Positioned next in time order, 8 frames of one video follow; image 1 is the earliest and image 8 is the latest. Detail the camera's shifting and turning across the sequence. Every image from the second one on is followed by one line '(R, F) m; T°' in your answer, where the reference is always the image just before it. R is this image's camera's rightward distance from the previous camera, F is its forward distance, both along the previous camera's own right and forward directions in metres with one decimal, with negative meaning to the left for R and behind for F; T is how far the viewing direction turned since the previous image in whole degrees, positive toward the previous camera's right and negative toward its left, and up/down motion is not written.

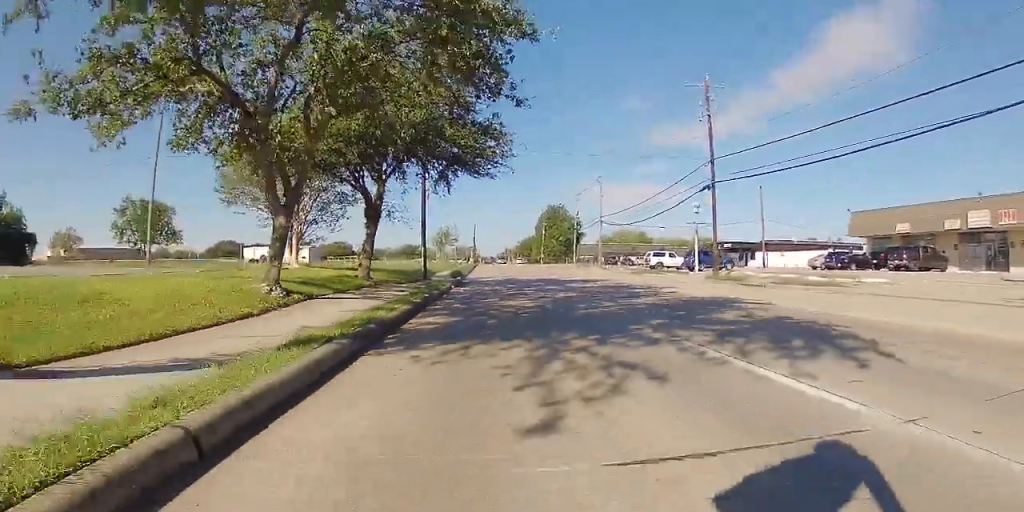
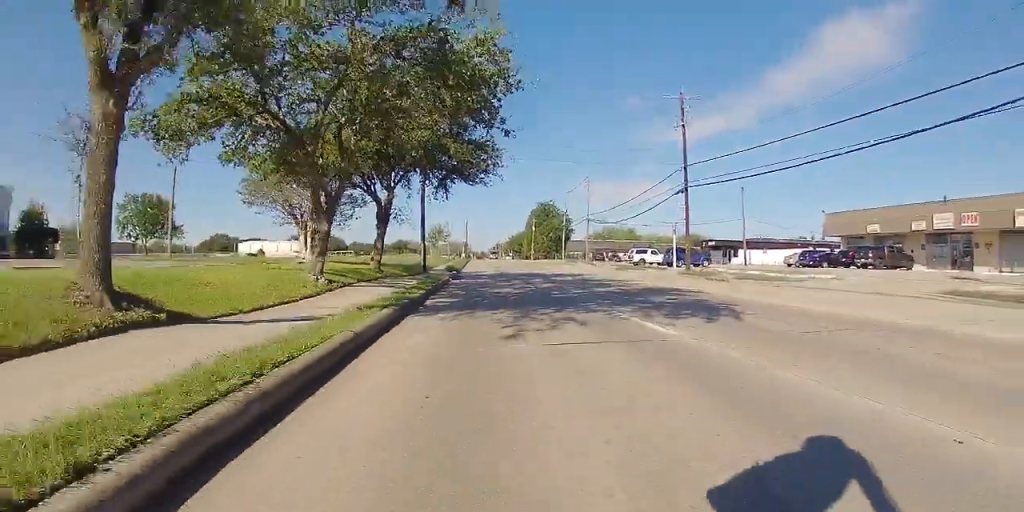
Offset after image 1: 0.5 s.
(0.0, +3.1) m; 0°
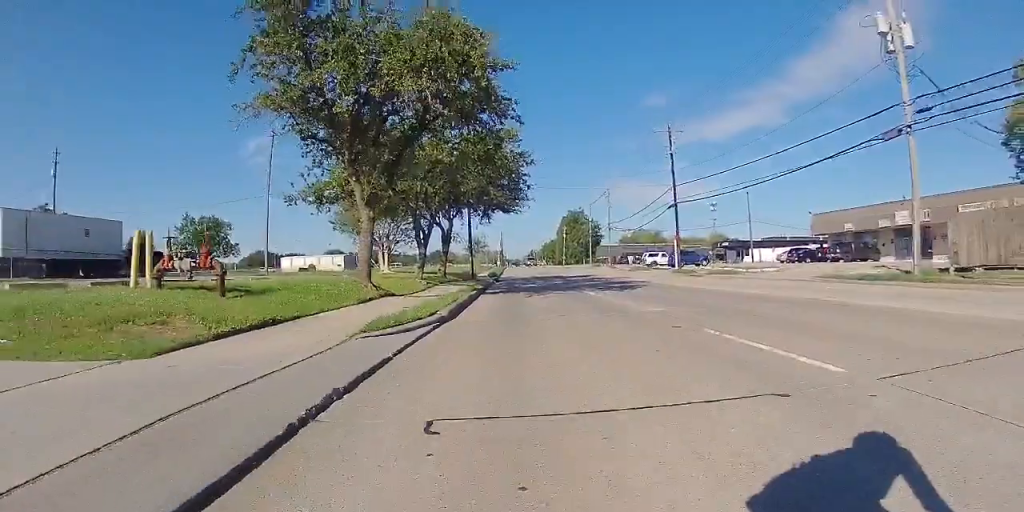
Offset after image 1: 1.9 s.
(0.0, +9.3) m; 0°
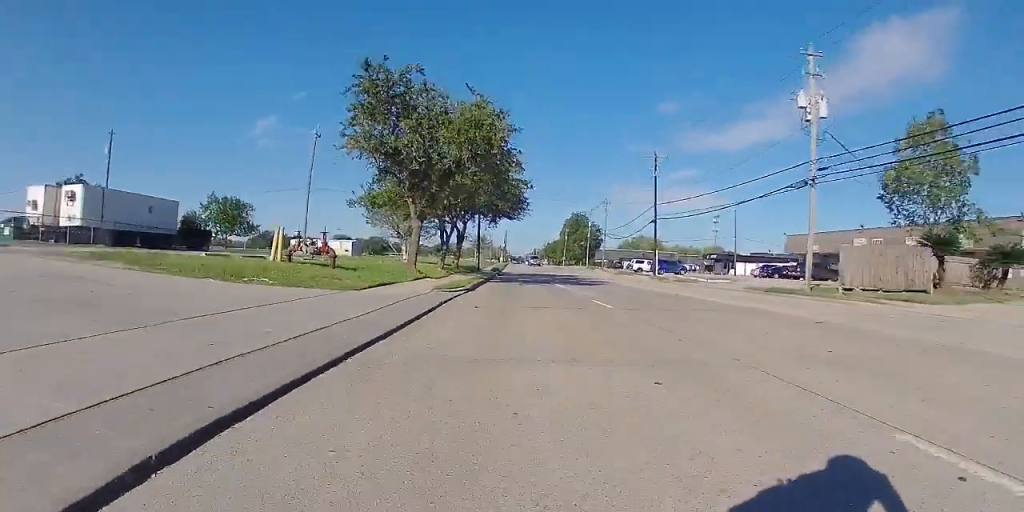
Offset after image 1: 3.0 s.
(0.0, +7.8) m; 0°
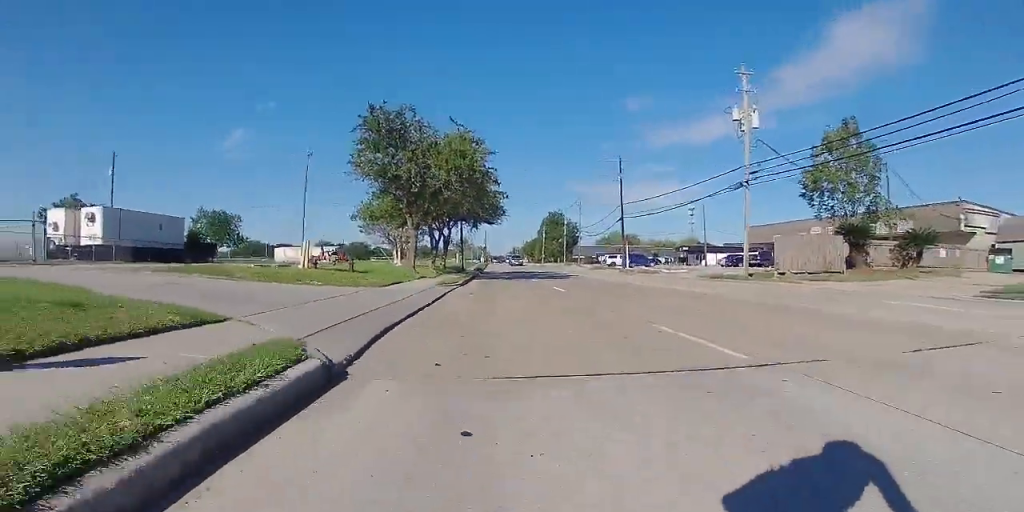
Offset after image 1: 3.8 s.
(0.0, +4.9) m; 0°
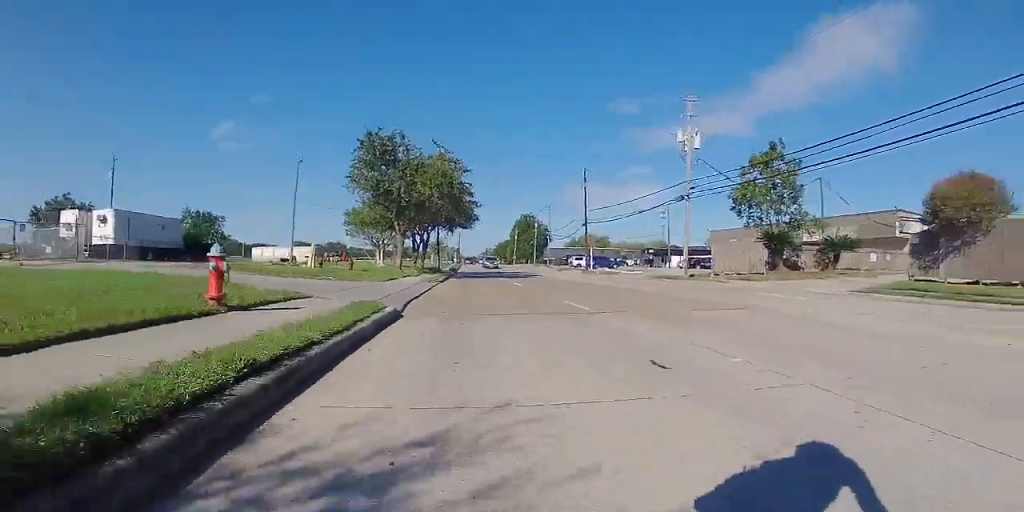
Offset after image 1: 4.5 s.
(0.0, +5.1) m; 0°
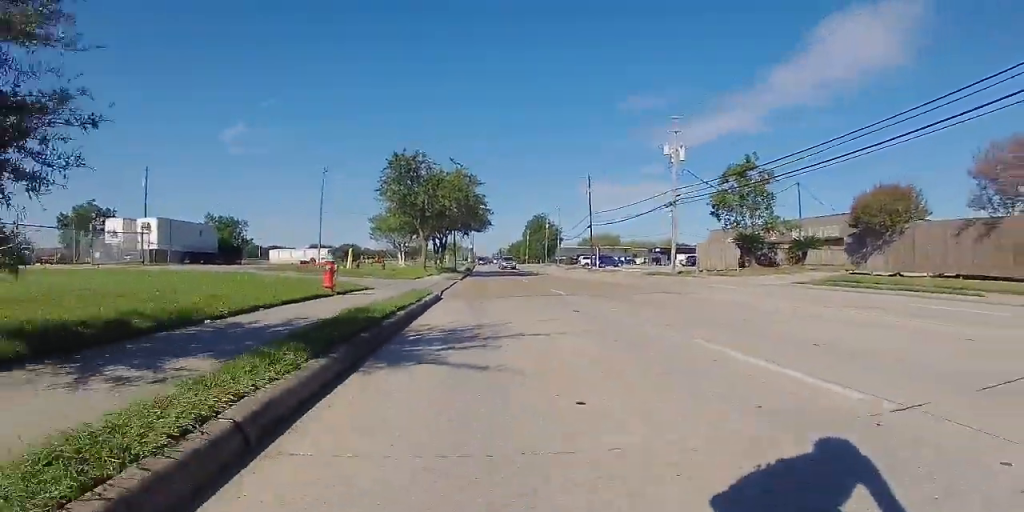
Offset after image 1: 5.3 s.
(0.0, +5.2) m; 0°
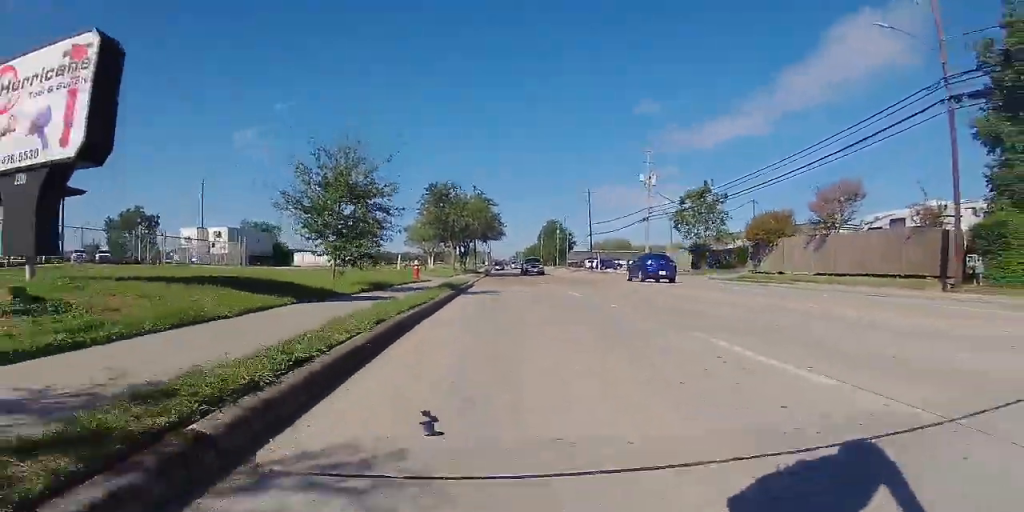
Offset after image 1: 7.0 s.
(0.0, +11.8) m; 0°
